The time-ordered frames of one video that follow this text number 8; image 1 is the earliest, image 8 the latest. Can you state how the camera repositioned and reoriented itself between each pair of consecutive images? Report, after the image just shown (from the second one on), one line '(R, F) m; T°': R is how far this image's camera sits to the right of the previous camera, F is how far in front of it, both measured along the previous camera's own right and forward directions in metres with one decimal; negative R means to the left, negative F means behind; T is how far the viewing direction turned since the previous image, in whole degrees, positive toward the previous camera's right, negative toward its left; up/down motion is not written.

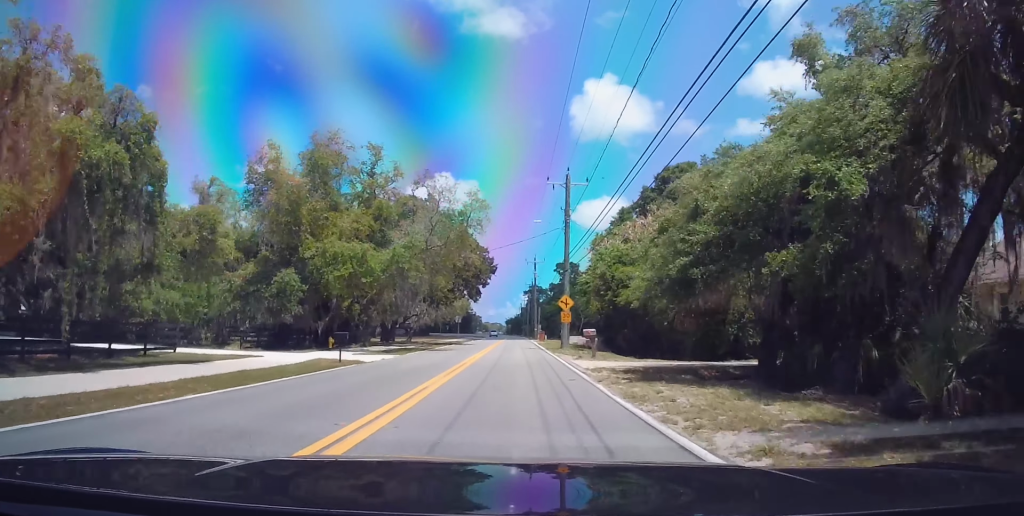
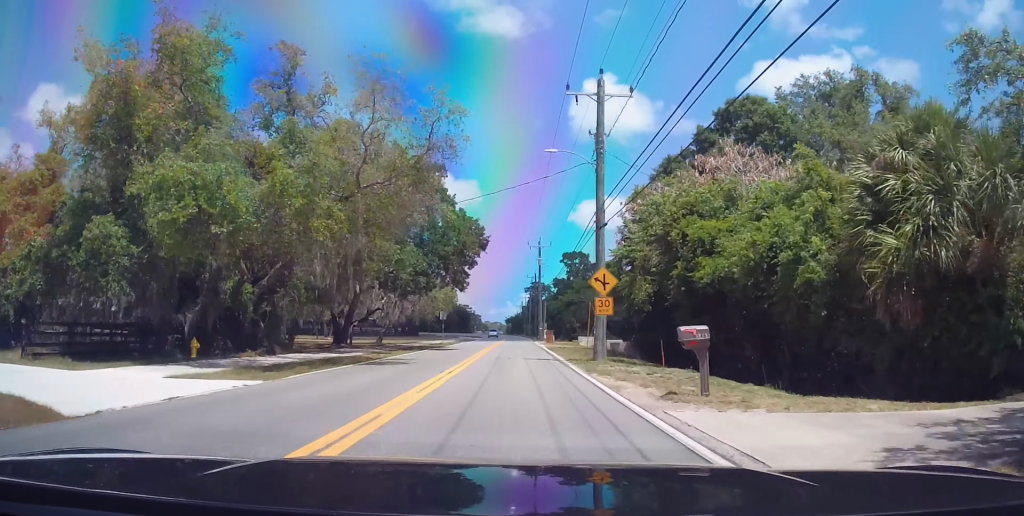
(0.0, +16.8) m; 0°
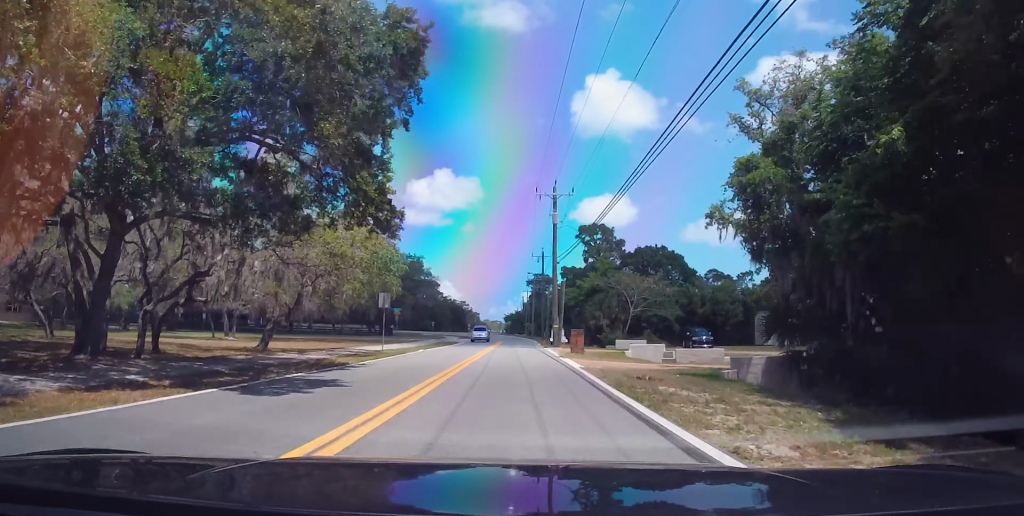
(0.0, +27.8) m; 0°
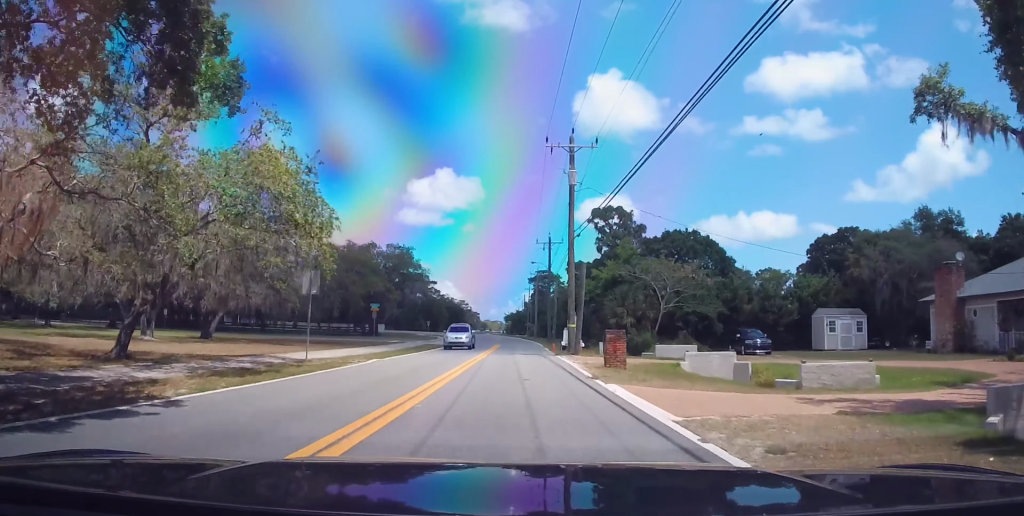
(0.0, +12.7) m; 0°
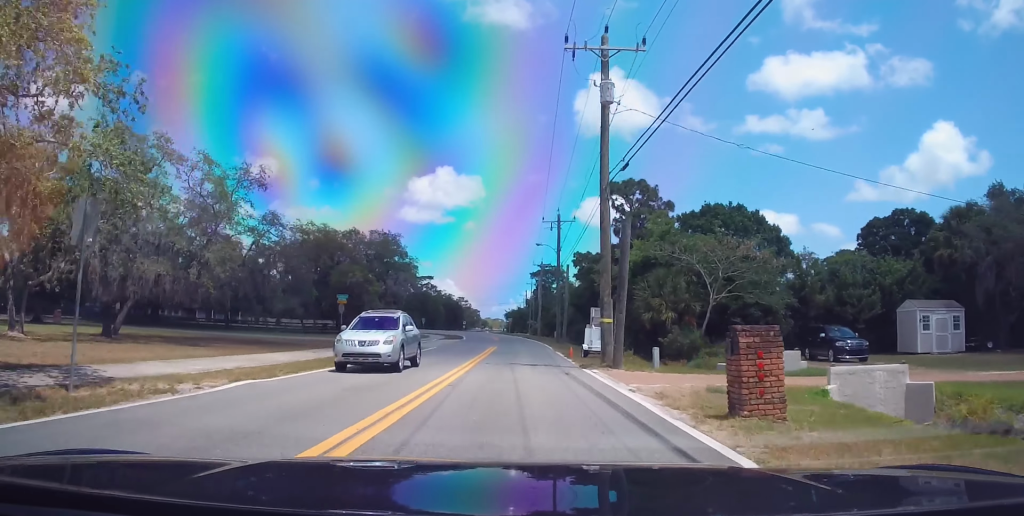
(0.0, +12.4) m; 0°
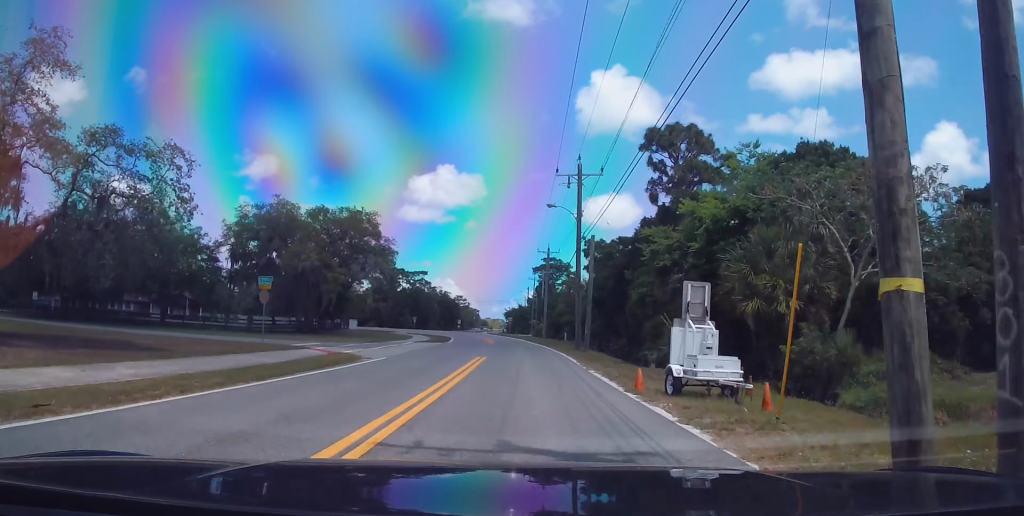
(0.0, +16.3) m; 0°
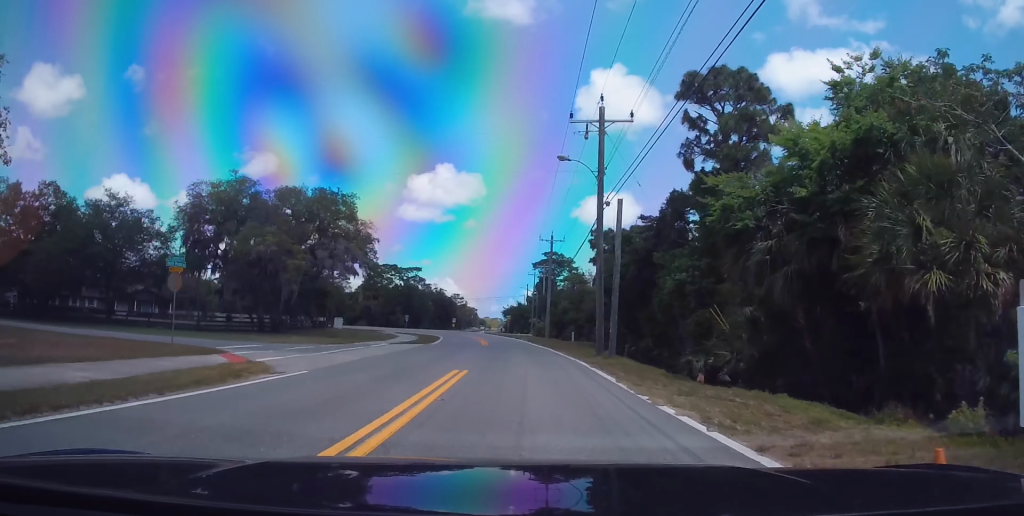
(0.0, +9.8) m; 0°
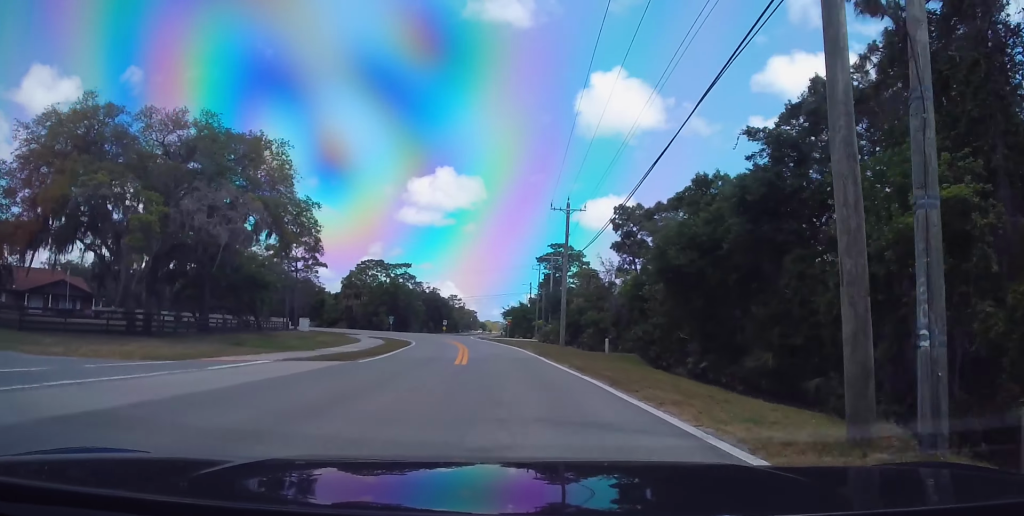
(0.0, +20.4) m; 0°
